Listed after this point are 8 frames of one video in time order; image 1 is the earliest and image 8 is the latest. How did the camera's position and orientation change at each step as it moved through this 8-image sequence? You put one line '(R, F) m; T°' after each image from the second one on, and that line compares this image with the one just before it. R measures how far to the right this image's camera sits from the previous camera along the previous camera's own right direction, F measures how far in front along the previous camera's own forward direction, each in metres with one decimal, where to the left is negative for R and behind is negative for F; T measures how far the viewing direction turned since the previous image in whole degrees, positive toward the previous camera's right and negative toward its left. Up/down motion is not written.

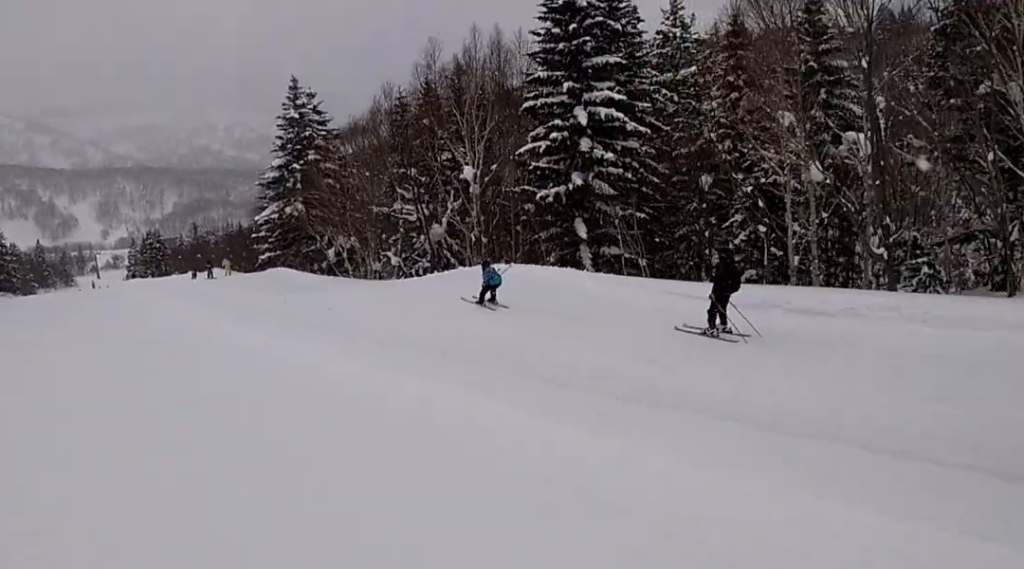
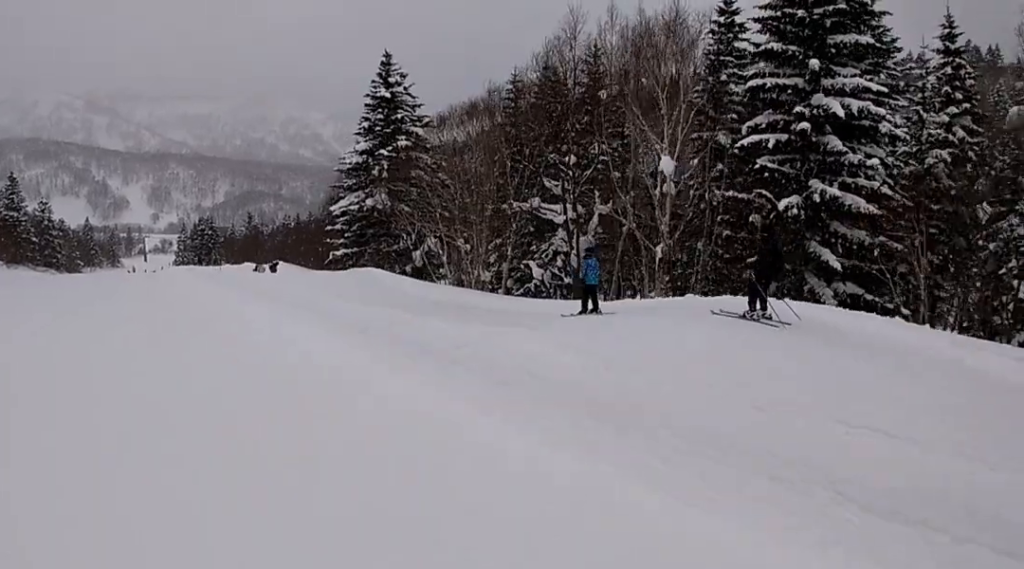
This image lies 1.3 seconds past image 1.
(-0.5, +8.1) m; +3°
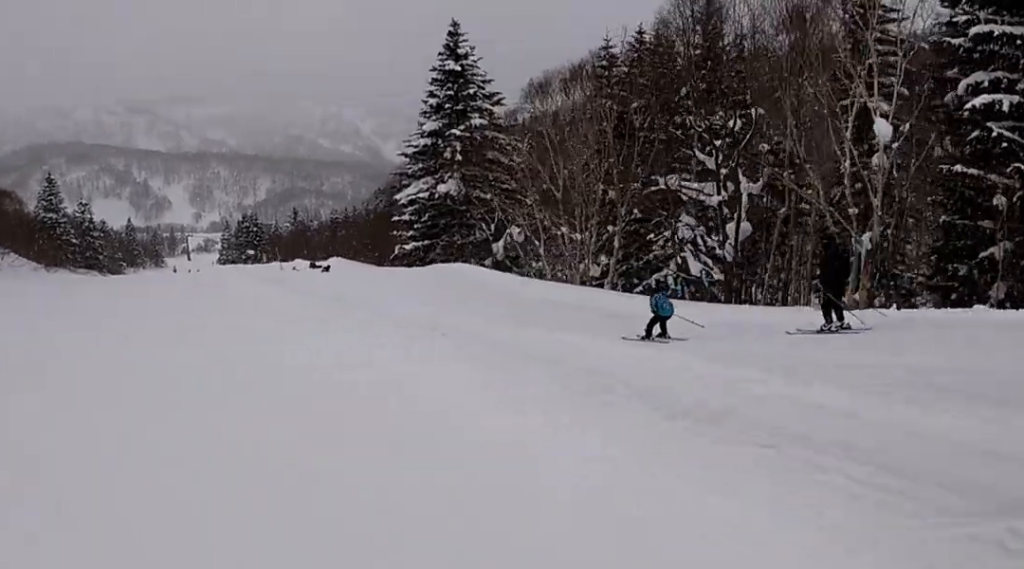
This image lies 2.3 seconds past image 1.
(+1.0, +5.8) m; -2°
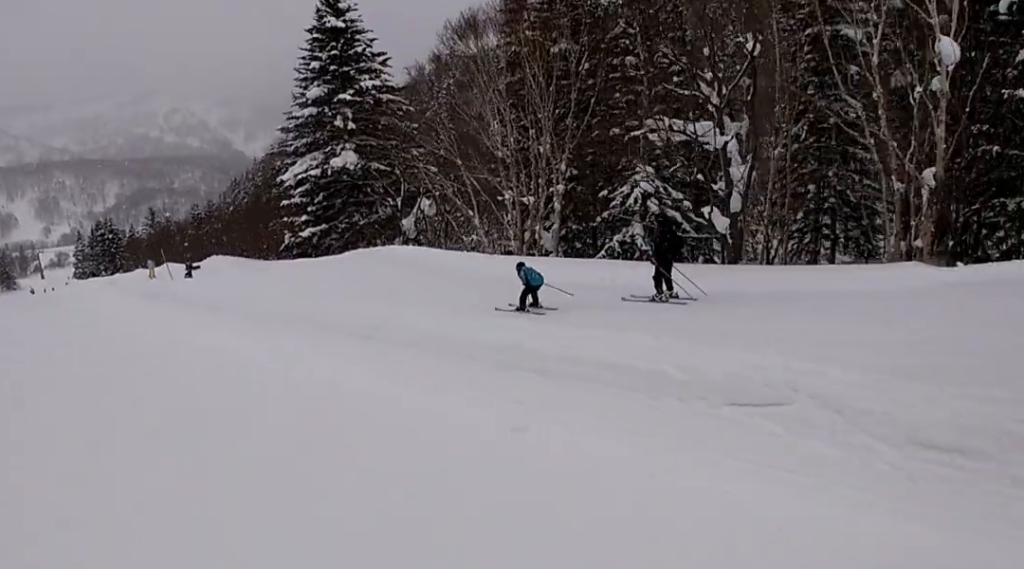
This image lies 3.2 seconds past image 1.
(-1.0, +5.6) m; 0°
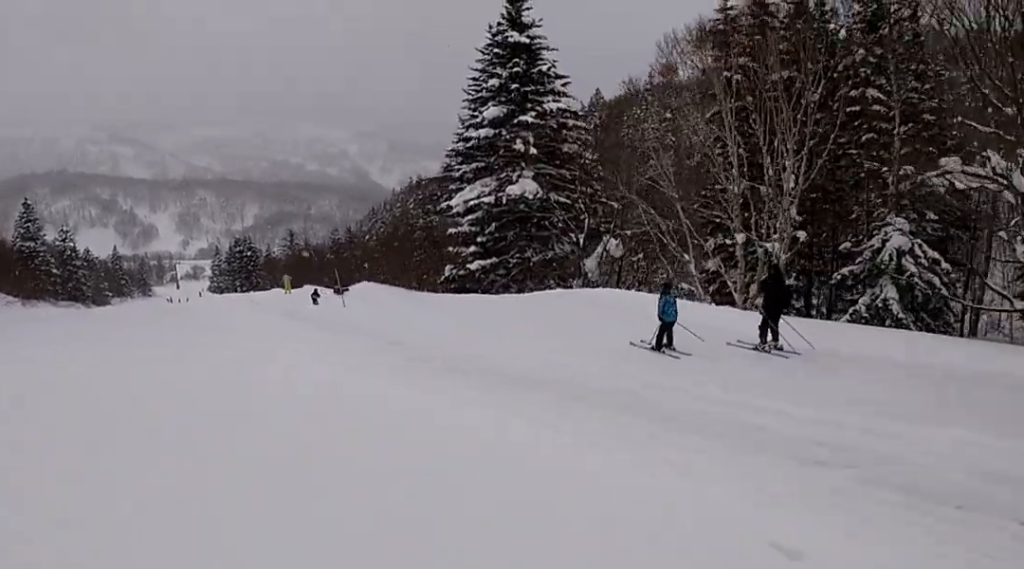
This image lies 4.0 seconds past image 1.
(+0.5, +4.7) m; 0°
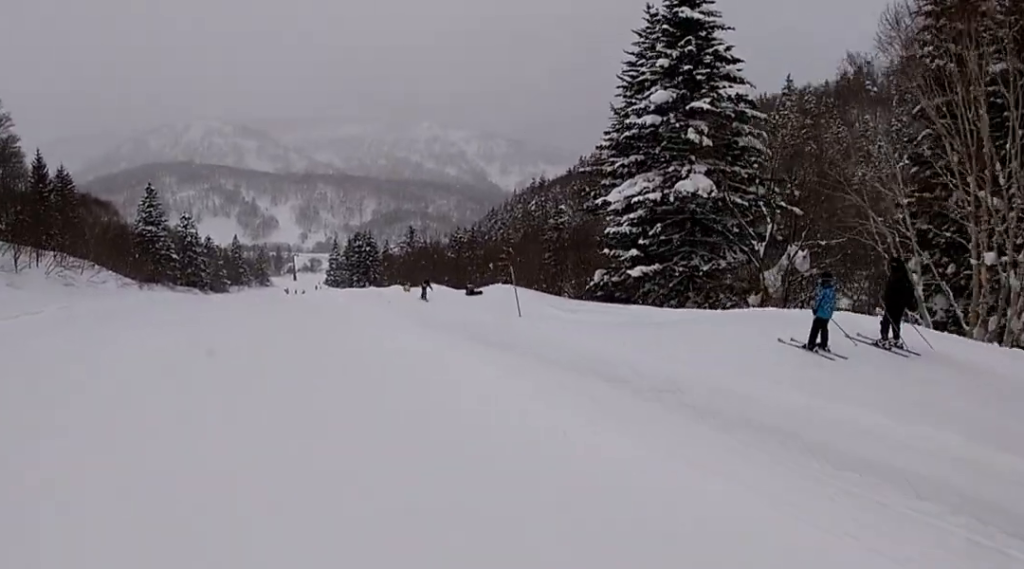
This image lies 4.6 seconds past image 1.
(+0.4, +4.1) m; 0°
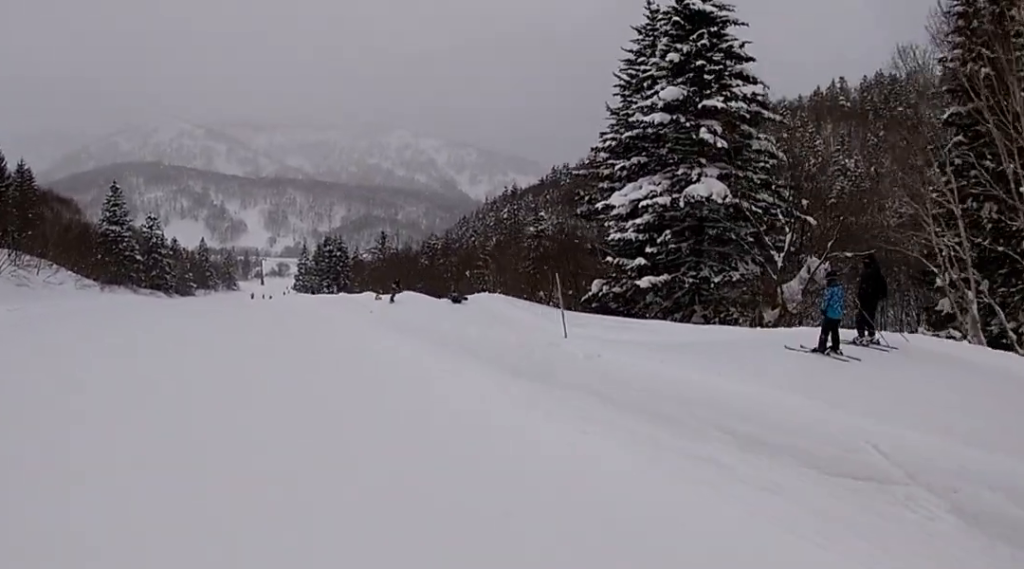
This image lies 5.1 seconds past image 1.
(-0.8, +2.9) m; 0°
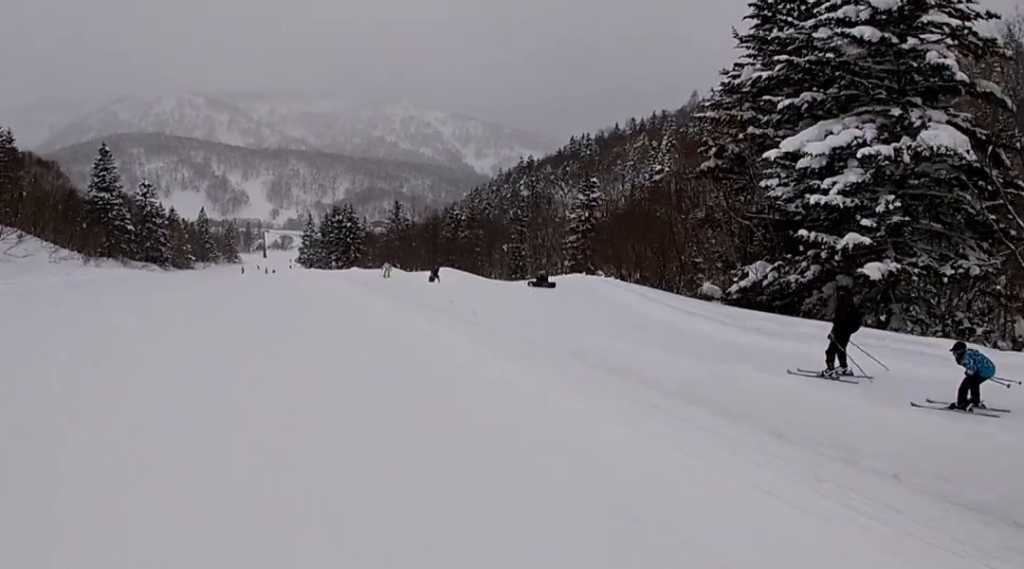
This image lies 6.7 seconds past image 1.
(+0.7, +10.2) m; -2°
